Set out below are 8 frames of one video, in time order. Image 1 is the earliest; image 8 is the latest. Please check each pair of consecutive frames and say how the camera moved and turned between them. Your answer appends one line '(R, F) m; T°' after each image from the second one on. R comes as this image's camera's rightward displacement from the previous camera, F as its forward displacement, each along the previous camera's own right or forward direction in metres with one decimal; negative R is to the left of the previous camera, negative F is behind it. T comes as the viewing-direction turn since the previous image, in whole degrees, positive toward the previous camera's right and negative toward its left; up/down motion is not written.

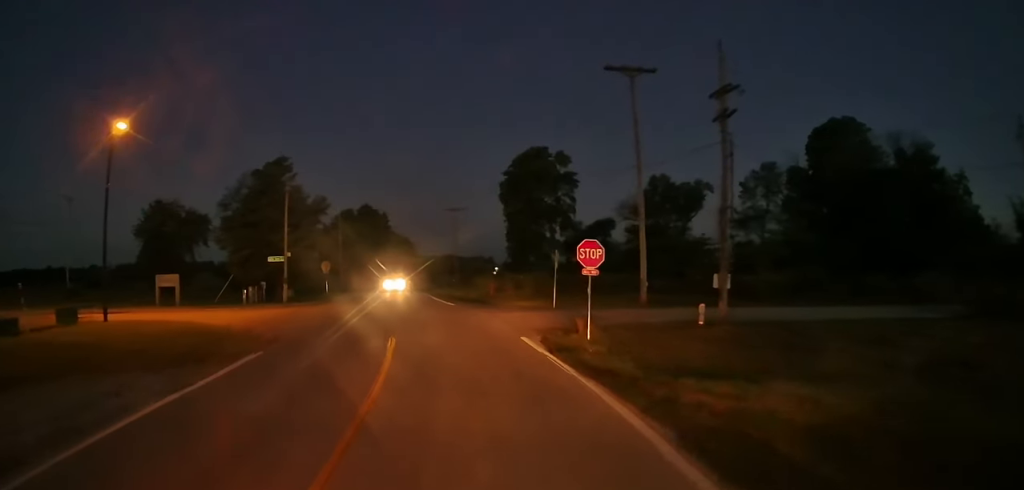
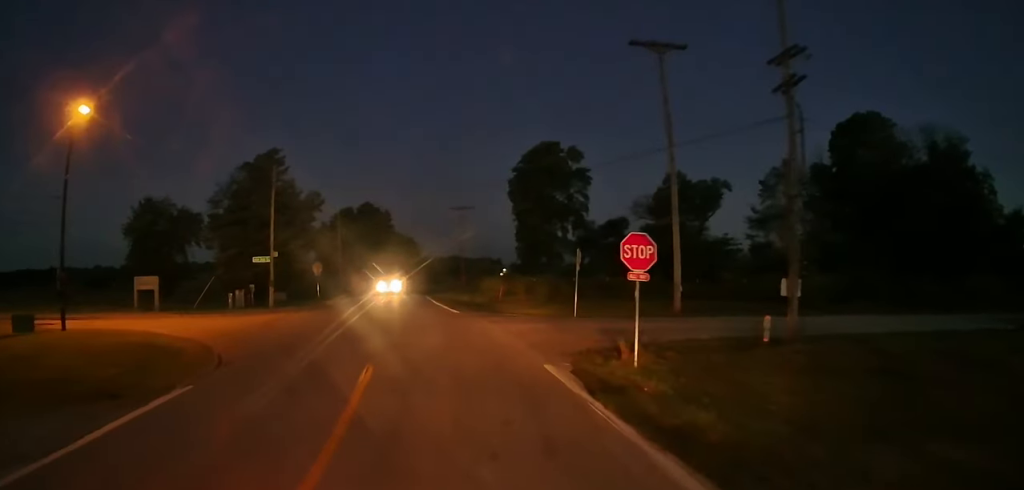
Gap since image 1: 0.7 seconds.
(0.0, +6.1) m; 0°
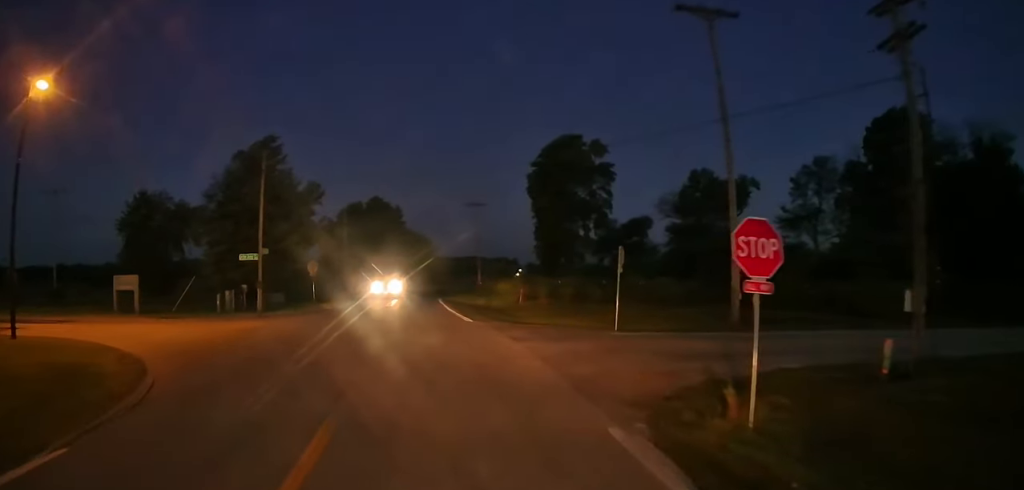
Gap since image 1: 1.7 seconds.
(0.0, +7.1) m; 0°
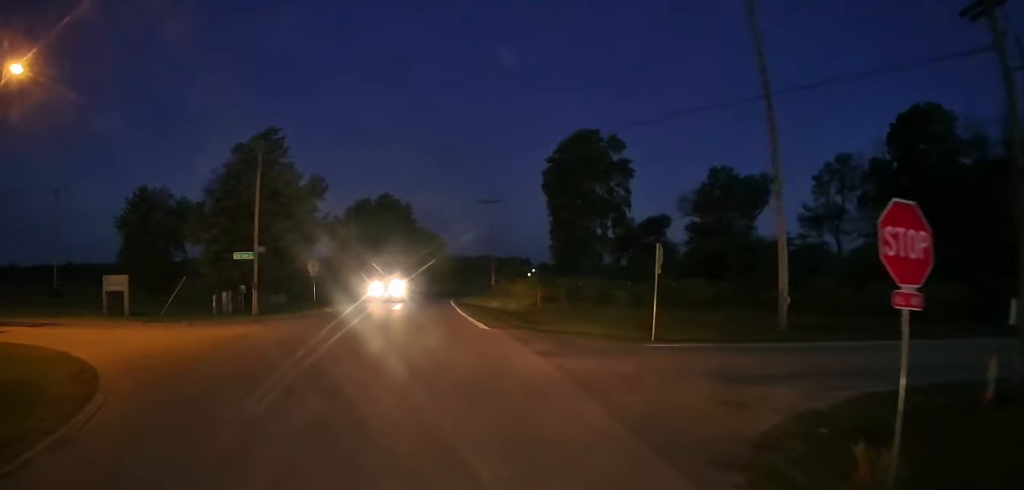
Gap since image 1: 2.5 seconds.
(0.0, +4.5) m; -3°
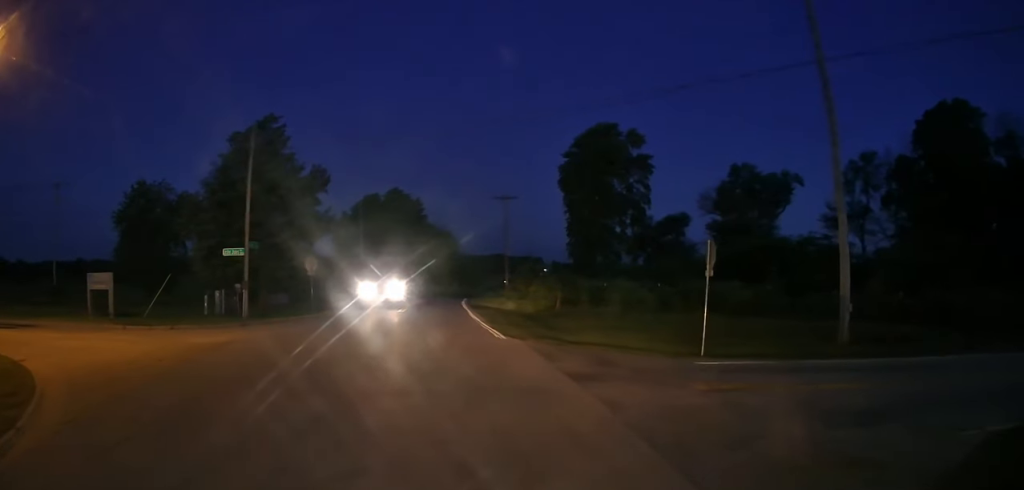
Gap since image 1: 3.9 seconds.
(-0.3, +6.0) m; -1°
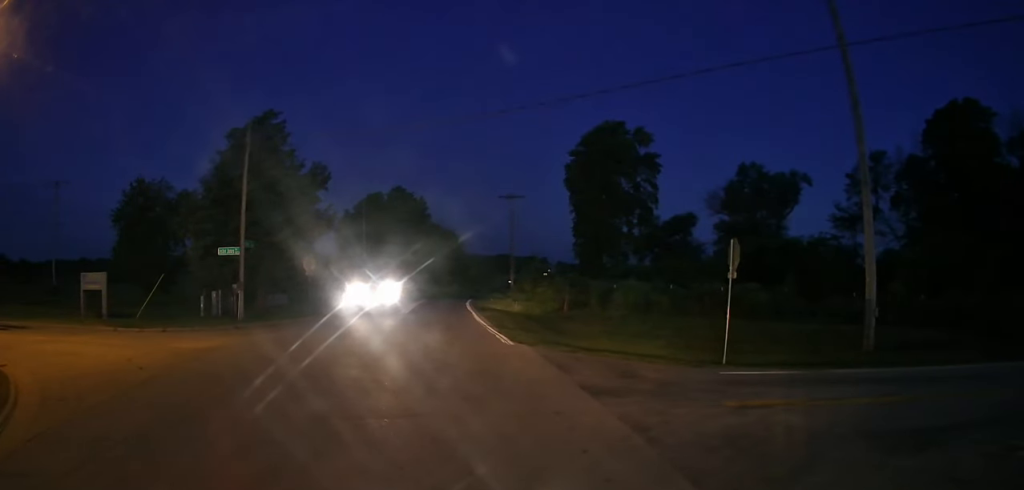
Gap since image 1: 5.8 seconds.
(0.0, +3.9) m; +1°
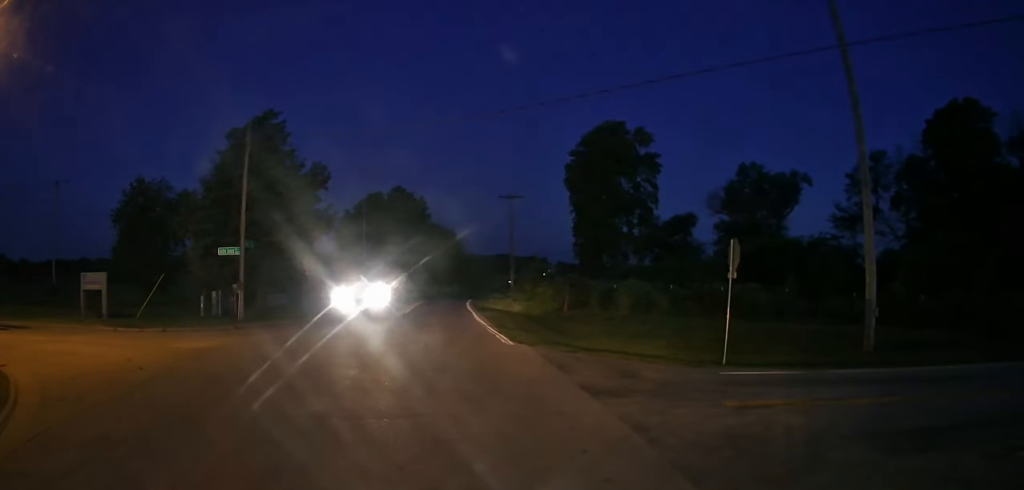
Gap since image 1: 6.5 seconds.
(-0.4, +0.2) m; 0°
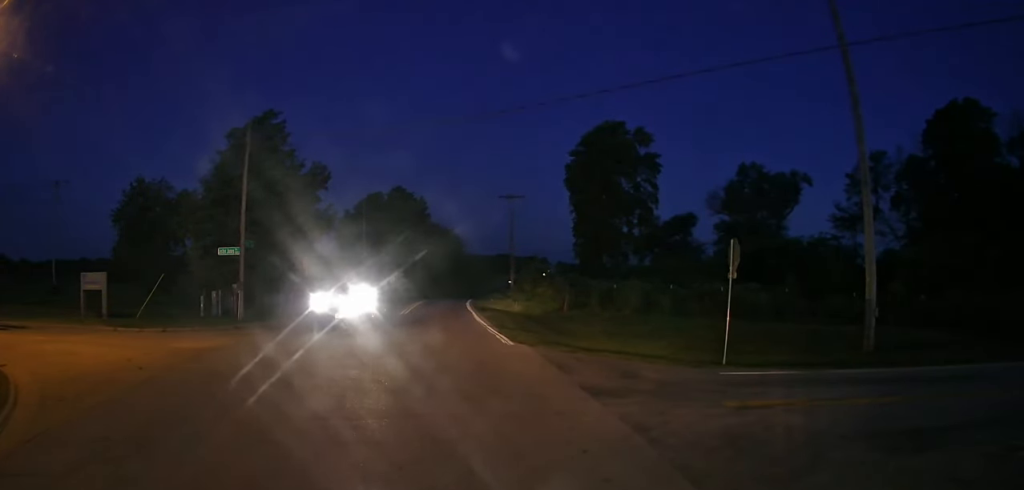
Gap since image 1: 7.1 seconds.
(-0.1, 0.0) m; 0°
